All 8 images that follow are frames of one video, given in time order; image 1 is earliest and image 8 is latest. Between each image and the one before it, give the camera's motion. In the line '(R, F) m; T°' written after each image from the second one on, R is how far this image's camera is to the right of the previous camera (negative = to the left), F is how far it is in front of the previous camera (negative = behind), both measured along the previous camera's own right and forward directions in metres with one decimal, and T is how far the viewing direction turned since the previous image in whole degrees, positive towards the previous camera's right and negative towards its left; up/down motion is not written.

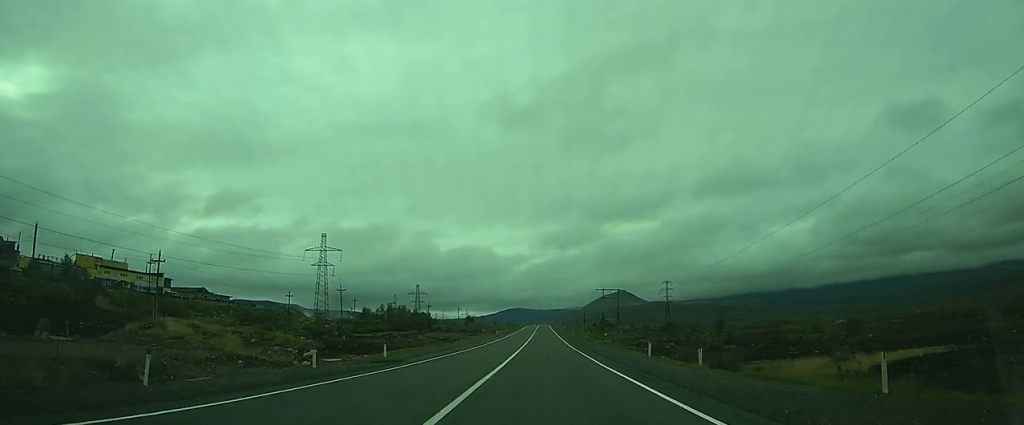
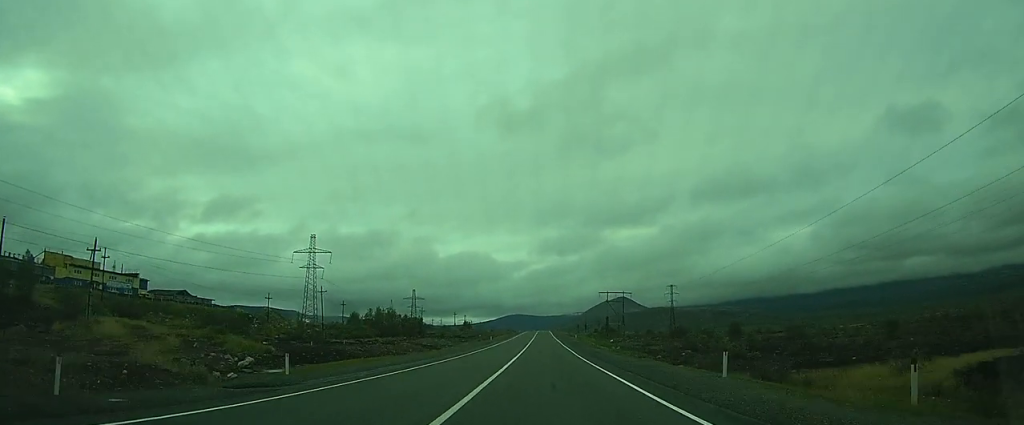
(+0.1, +12.6) m; 0°
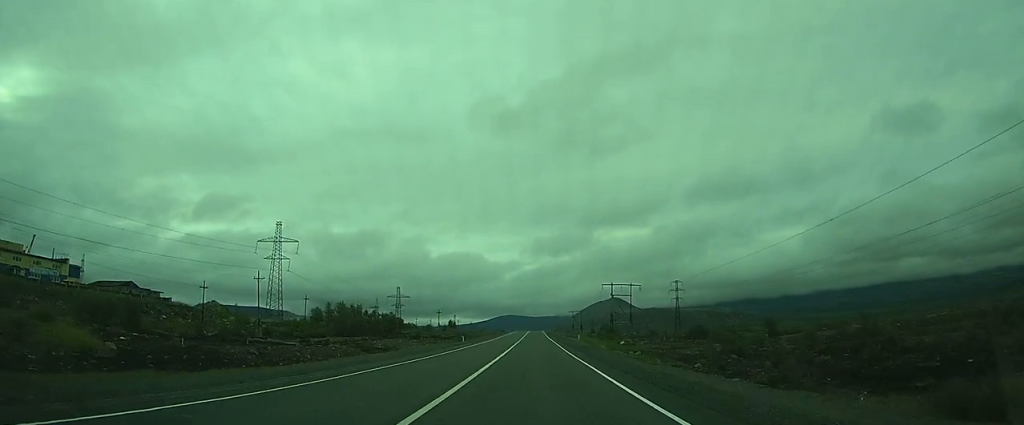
(+0.1, +27.9) m; 0°
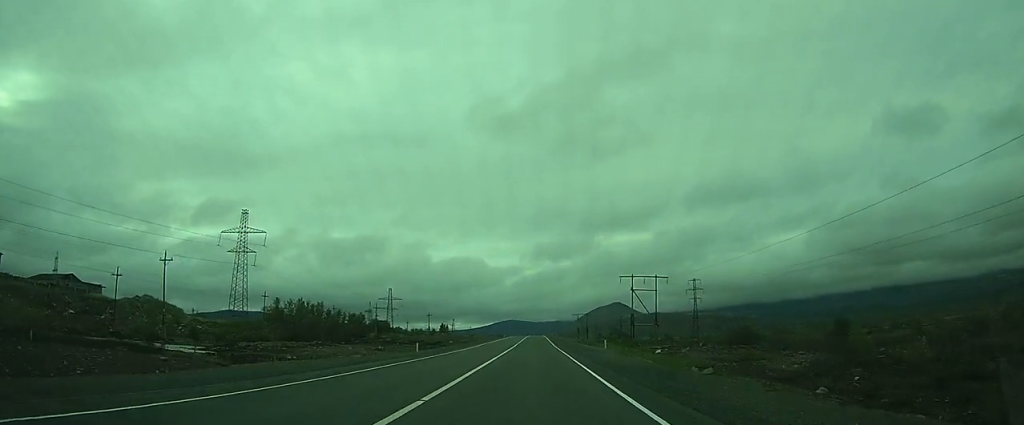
(-0.2, +30.0) m; 0°
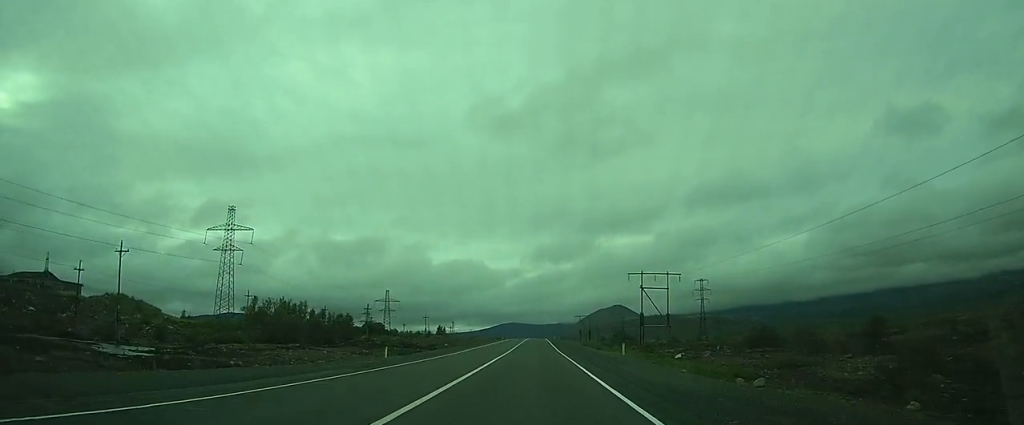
(0.0, +10.1) m; 0°
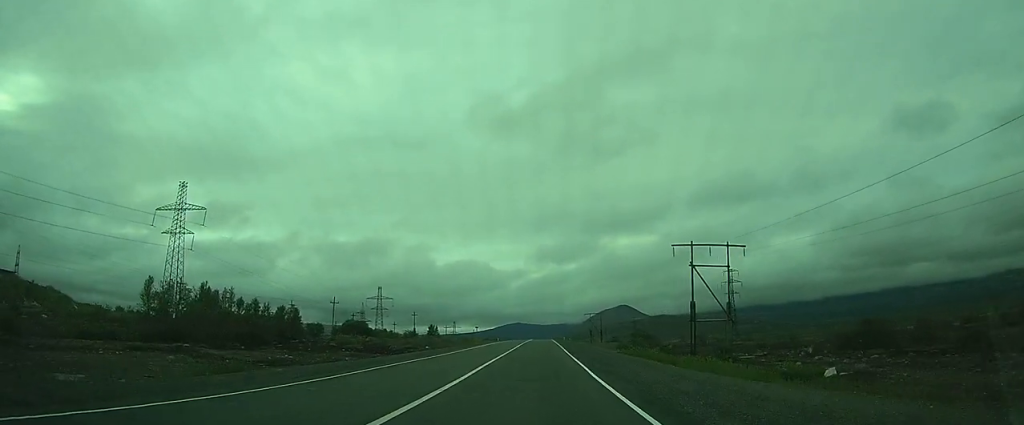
(+0.1, +32.5) m; +1°
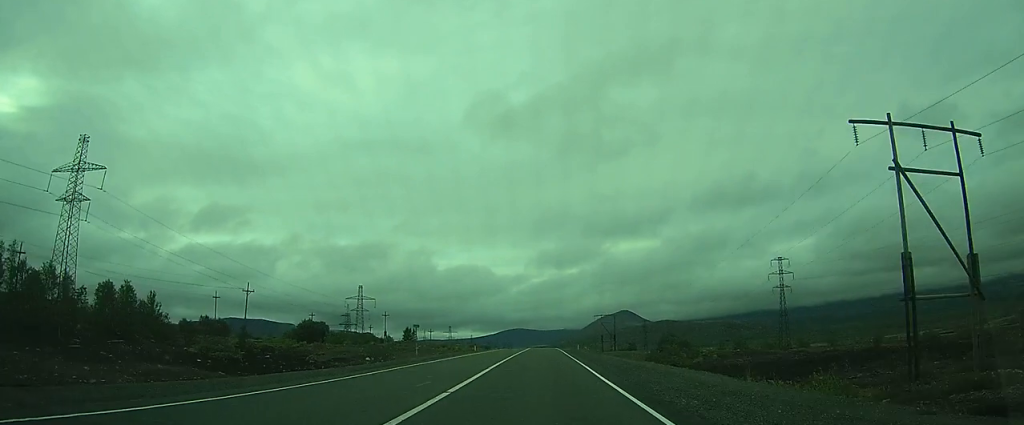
(+0.9, +43.4) m; +3°
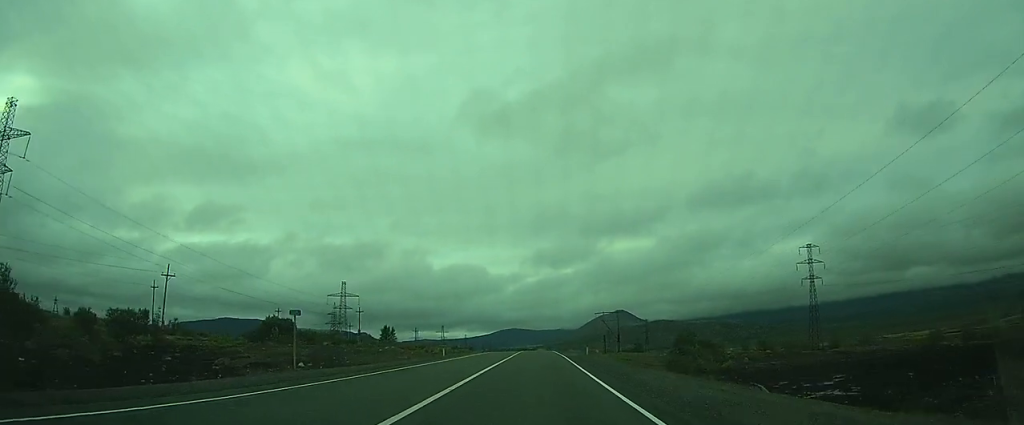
(+0.6, +21.6) m; +1°
